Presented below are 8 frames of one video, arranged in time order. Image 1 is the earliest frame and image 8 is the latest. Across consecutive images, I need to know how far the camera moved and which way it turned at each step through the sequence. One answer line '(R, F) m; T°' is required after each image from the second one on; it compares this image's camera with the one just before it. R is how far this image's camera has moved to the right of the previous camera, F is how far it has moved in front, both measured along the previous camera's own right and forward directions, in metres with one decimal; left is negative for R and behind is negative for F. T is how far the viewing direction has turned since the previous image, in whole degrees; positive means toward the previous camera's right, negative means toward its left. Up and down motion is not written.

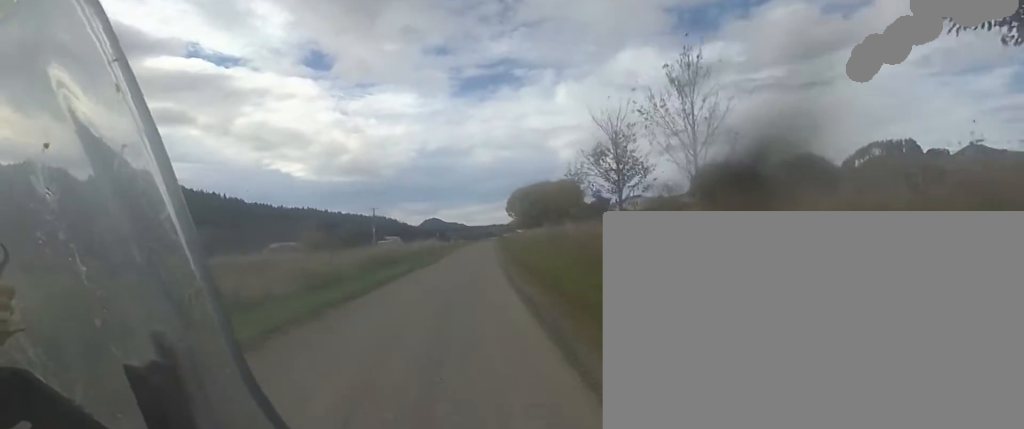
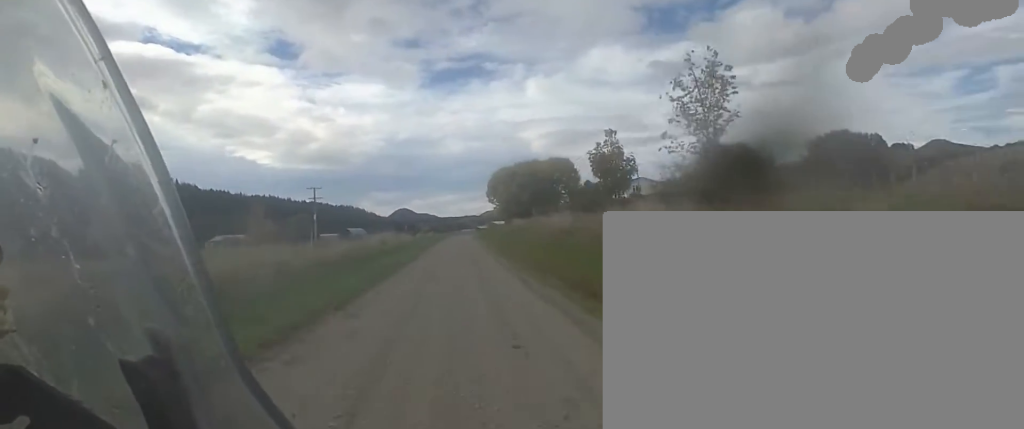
(+1.5, +19.5) m; +1°
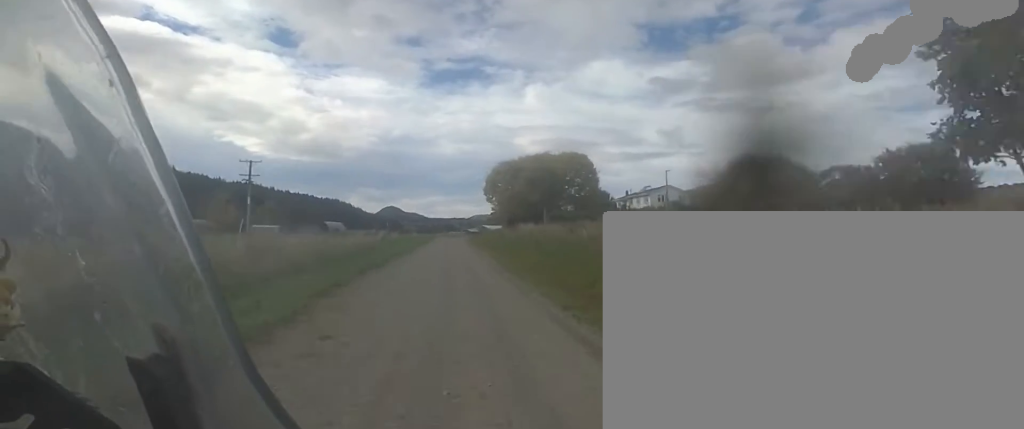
(-1.3, +17.1) m; 0°
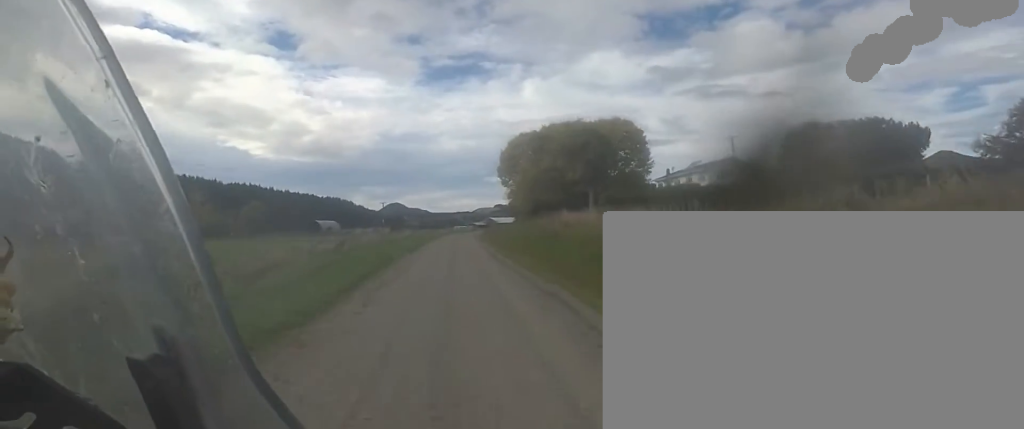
(+1.2, +17.9) m; +4°
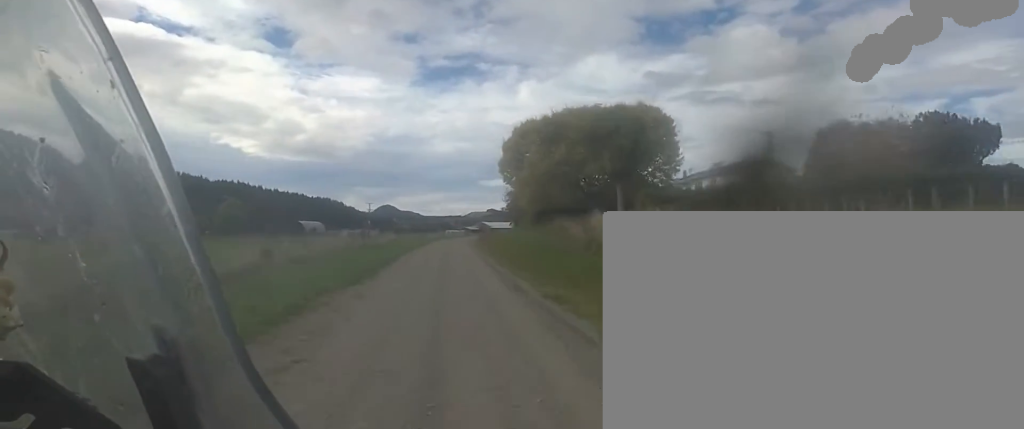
(0.0, +9.2) m; +1°
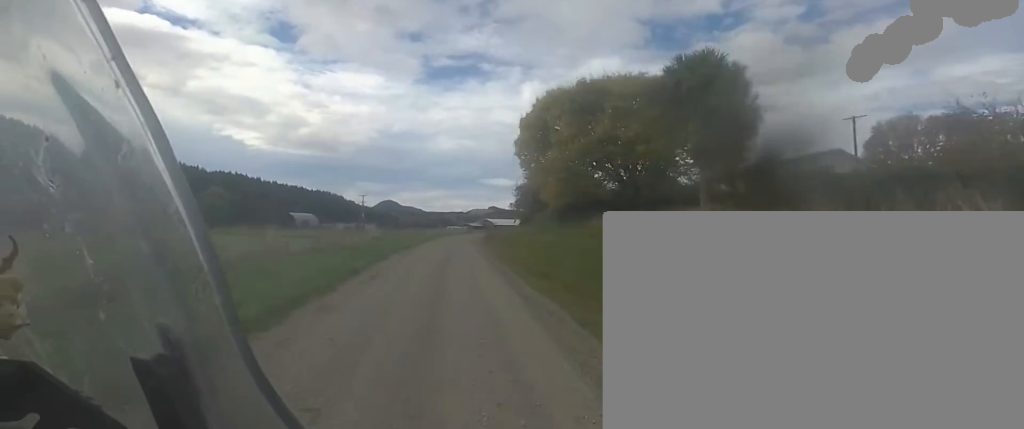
(0.0, +11.1) m; 0°
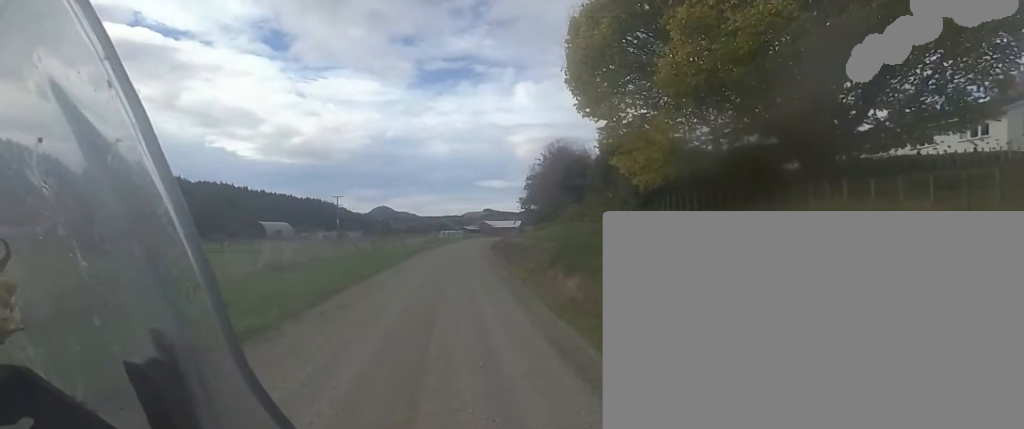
(+0.2, +18.2) m; 0°
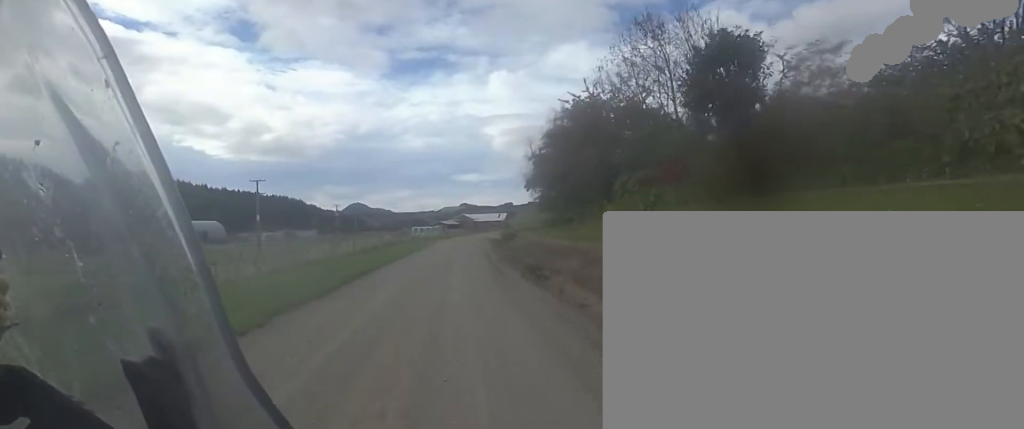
(-0.1, +24.8) m; 0°
